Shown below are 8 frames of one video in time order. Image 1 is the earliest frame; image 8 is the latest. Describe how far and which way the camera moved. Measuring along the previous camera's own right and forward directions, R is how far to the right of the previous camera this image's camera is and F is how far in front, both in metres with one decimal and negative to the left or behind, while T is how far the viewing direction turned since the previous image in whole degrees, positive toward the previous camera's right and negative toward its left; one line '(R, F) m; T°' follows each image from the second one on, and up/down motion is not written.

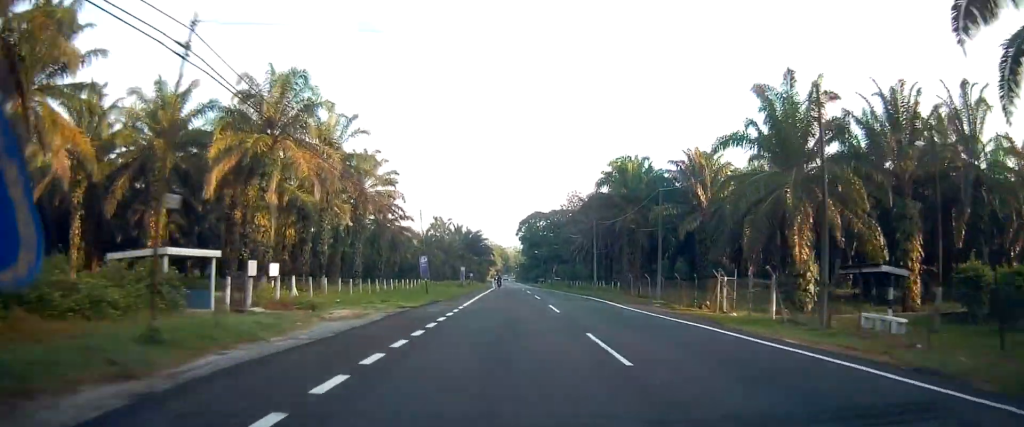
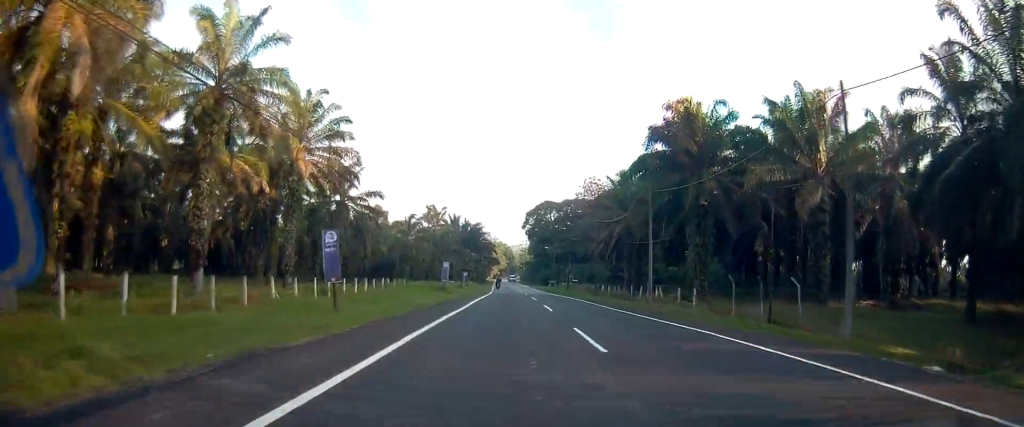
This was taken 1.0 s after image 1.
(-0.4, +22.7) m; 0°
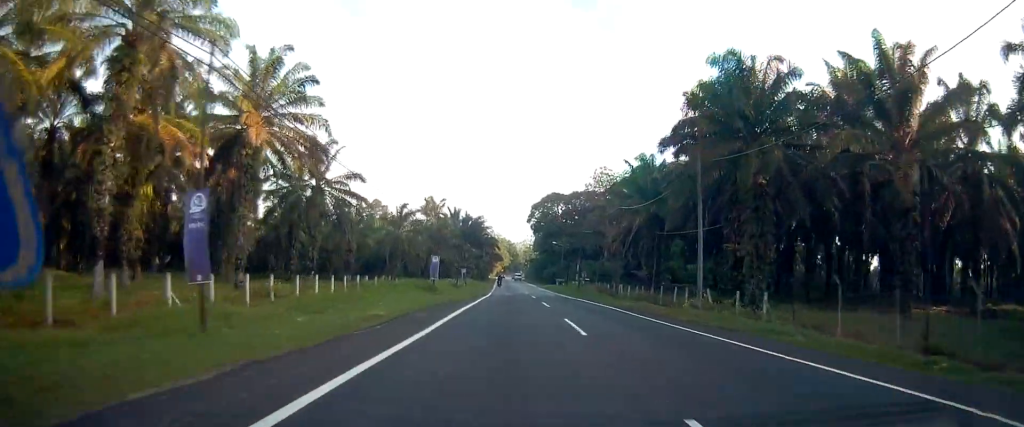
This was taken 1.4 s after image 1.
(+0.3, +9.4) m; +1°
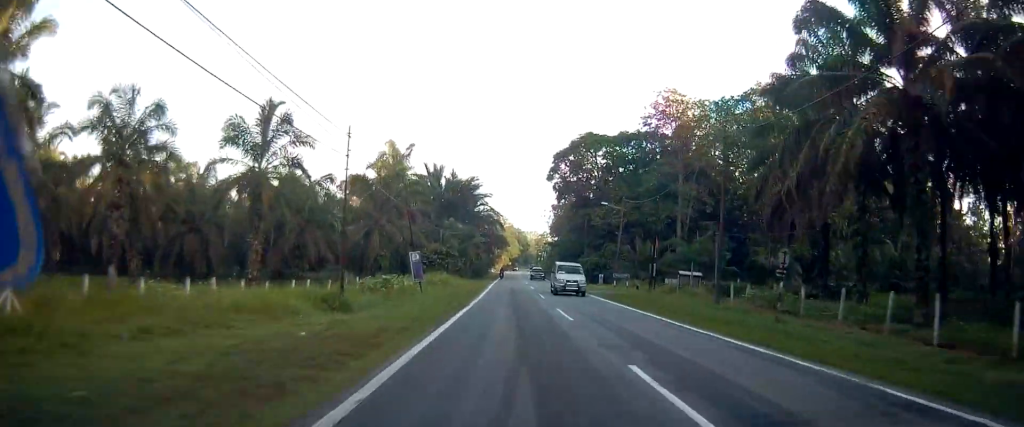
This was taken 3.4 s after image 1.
(-0.7, +45.1) m; -3°
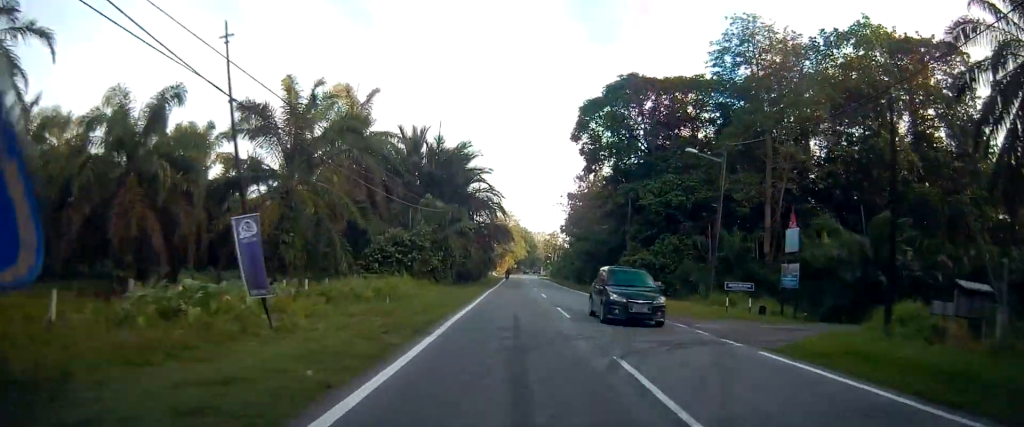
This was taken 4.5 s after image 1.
(-0.3, +23.3) m; -1°
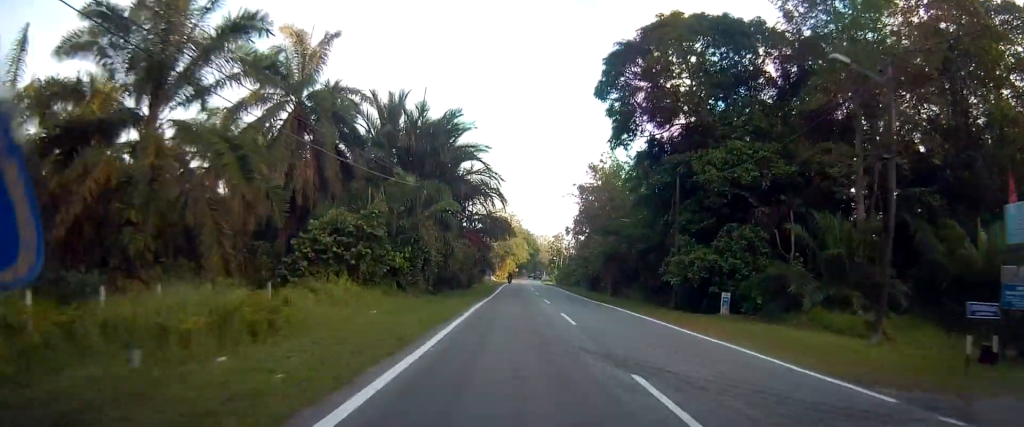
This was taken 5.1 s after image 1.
(0.0, +13.2) m; +1°
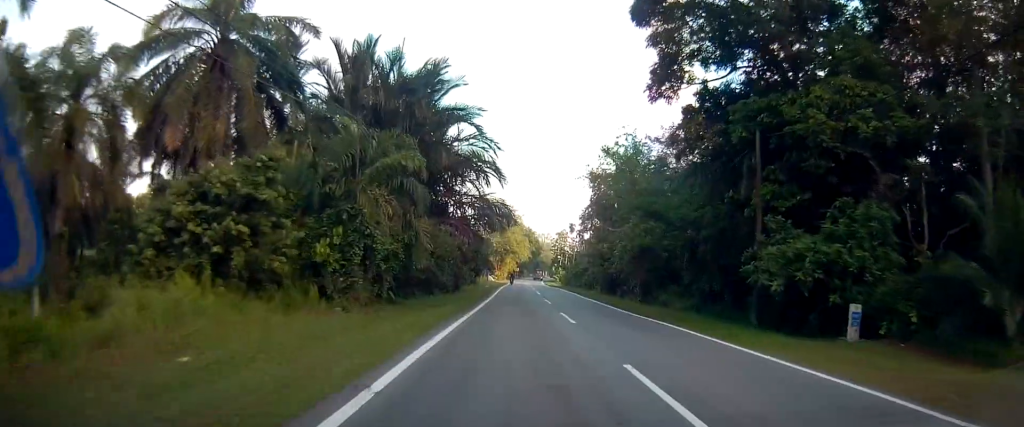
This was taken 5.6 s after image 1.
(-0.2, +11.3) m; +1°
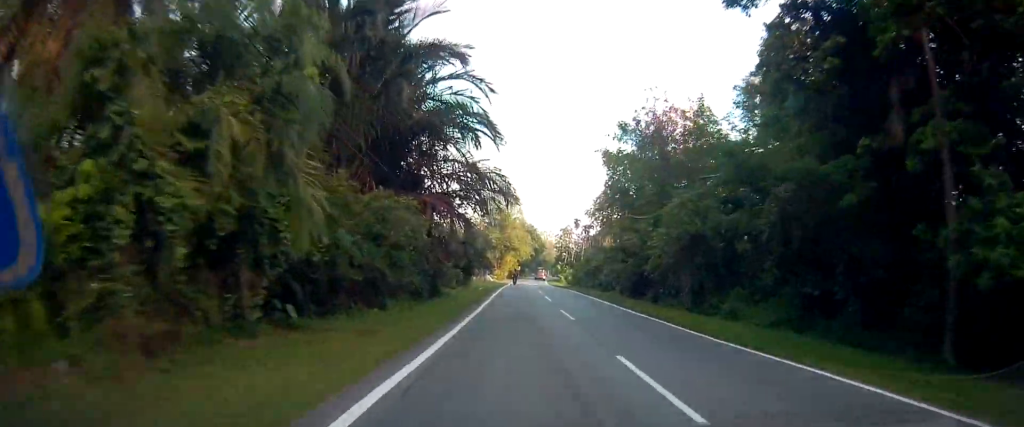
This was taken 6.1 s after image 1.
(+0.2, +10.9) m; 0°
